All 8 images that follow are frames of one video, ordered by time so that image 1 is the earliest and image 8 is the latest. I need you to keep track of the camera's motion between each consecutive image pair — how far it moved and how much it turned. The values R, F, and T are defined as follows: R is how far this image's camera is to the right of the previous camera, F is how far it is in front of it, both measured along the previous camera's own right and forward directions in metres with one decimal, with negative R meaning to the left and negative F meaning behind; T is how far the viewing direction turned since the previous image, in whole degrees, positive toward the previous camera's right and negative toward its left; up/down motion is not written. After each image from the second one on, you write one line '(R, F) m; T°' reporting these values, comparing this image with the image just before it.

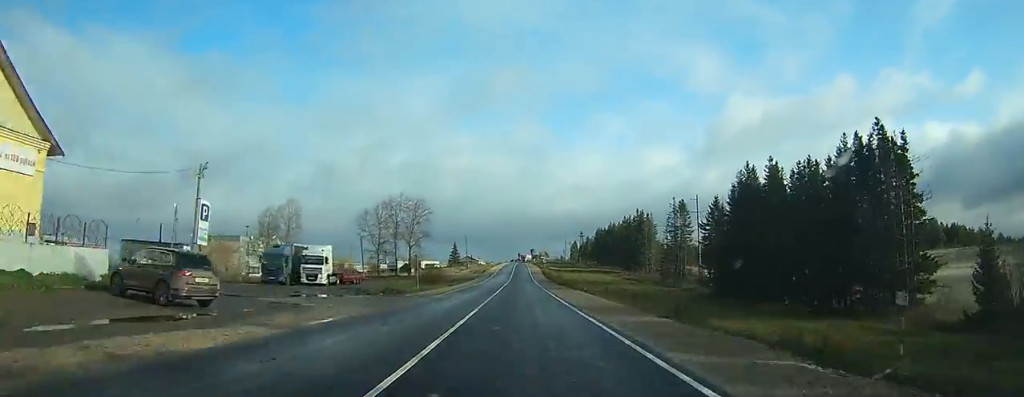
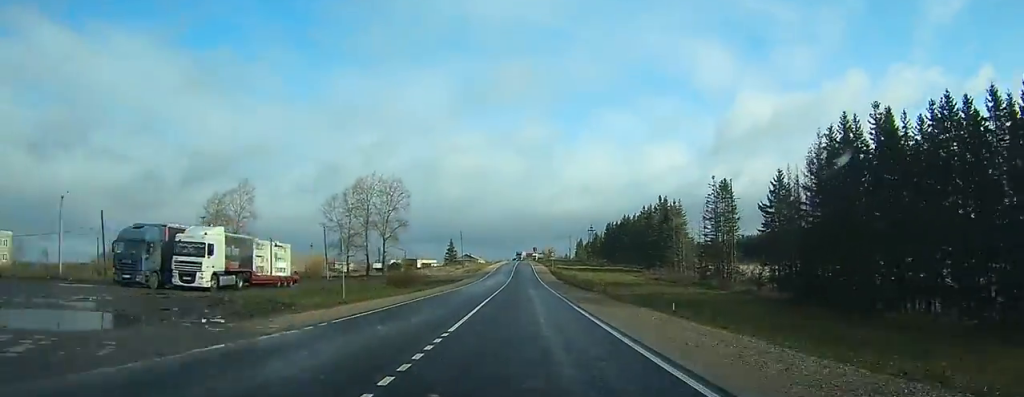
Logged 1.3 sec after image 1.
(0.0, +22.6) m; 0°
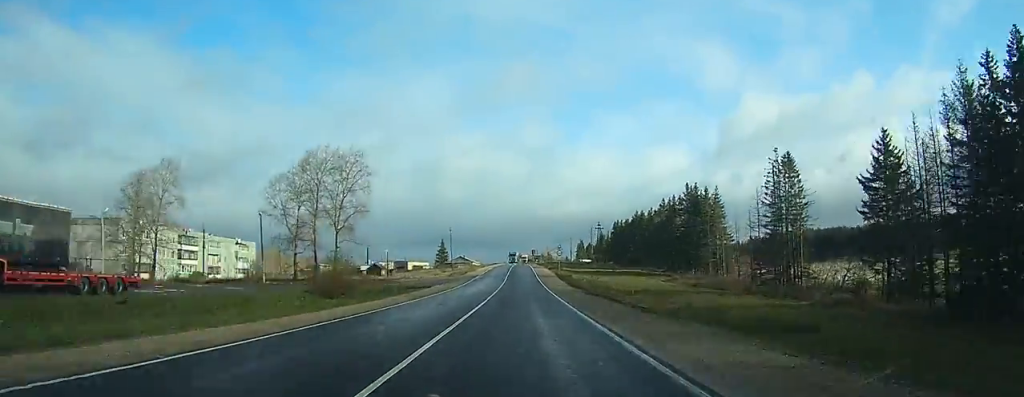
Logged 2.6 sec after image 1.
(0.0, +21.8) m; 0°
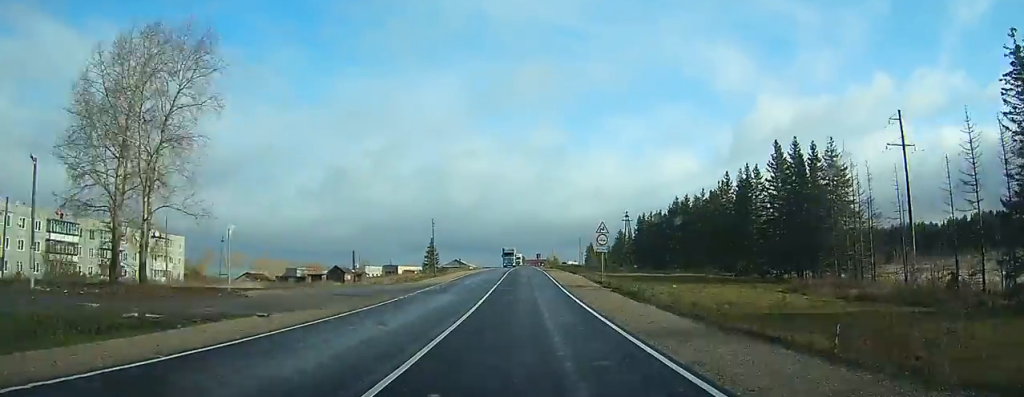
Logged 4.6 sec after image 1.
(0.0, +35.1) m; 0°
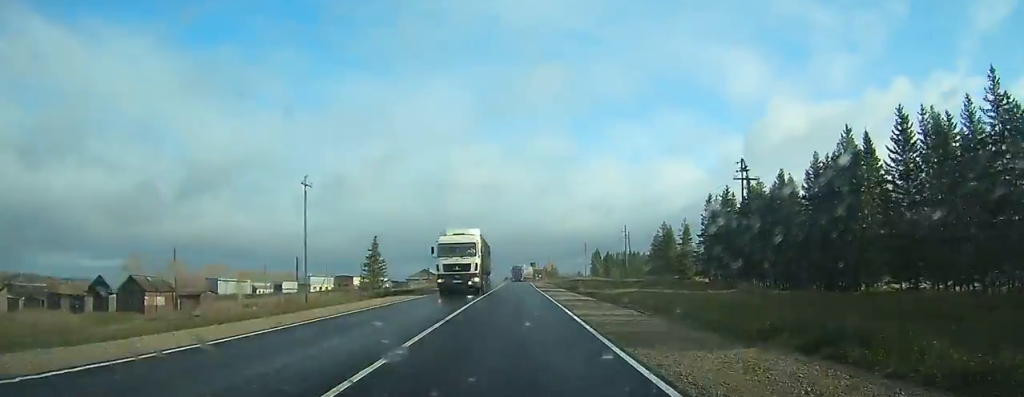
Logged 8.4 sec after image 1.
(-0.5, +67.3) m; -1°
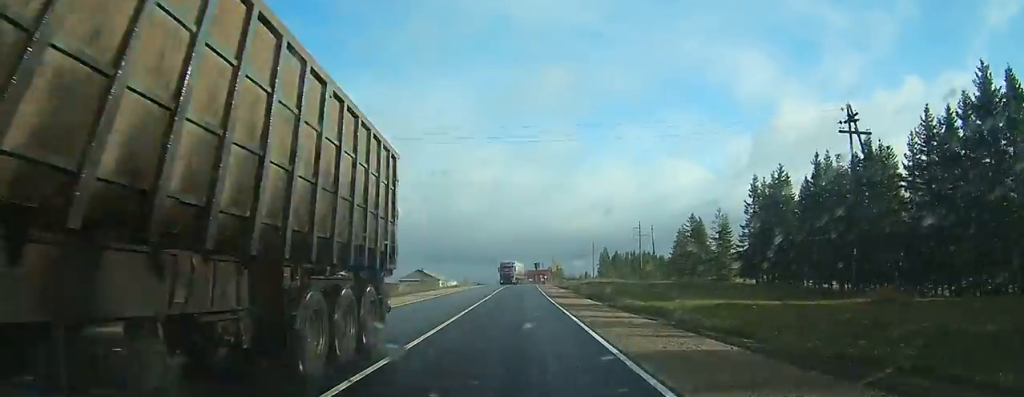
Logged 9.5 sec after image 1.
(+0.1, +18.7) m; 0°
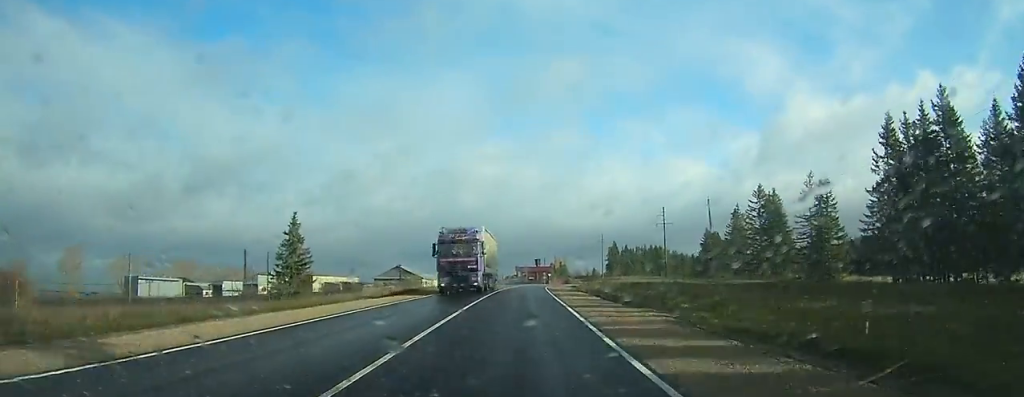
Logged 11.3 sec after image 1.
(+0.1, +31.5) m; 0°
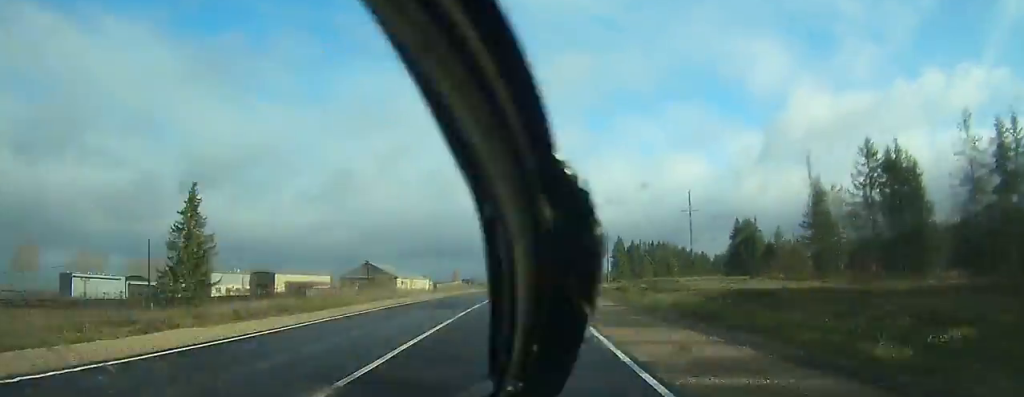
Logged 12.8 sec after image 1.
(0.0, +26.6) m; +1°
